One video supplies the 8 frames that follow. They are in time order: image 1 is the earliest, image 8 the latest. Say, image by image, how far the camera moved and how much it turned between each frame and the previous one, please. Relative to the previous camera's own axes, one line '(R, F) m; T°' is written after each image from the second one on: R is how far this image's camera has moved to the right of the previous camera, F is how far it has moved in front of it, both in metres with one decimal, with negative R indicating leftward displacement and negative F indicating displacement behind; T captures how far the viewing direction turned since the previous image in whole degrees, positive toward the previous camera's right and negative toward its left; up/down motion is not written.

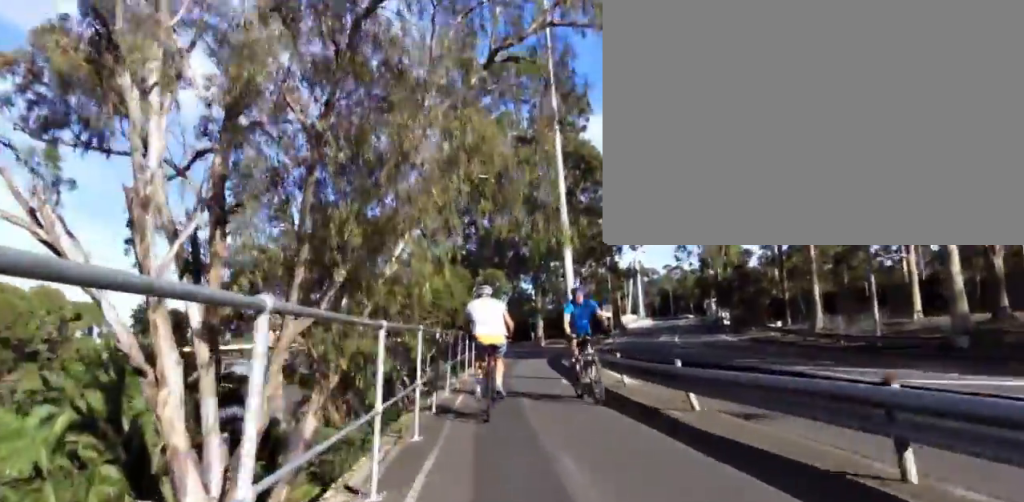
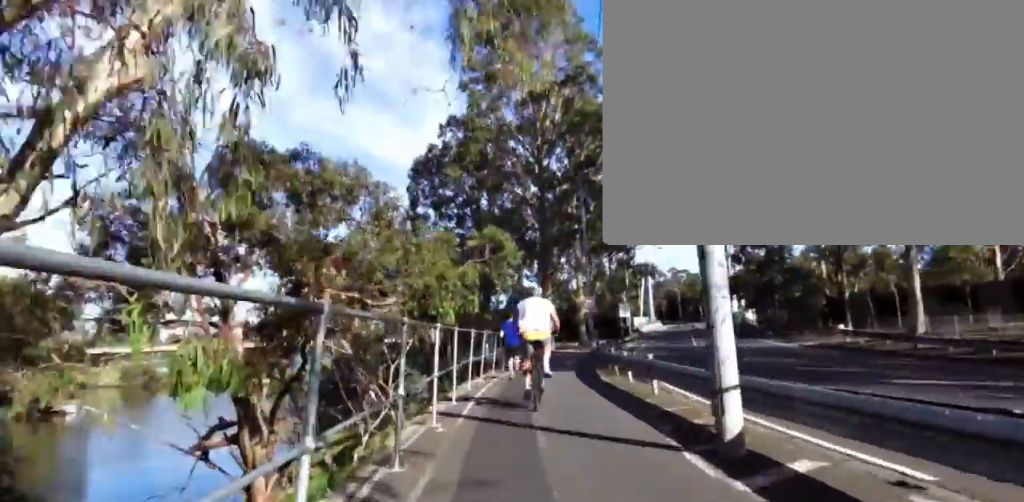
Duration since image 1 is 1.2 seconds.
(-1.3, +9.4) m; 0°
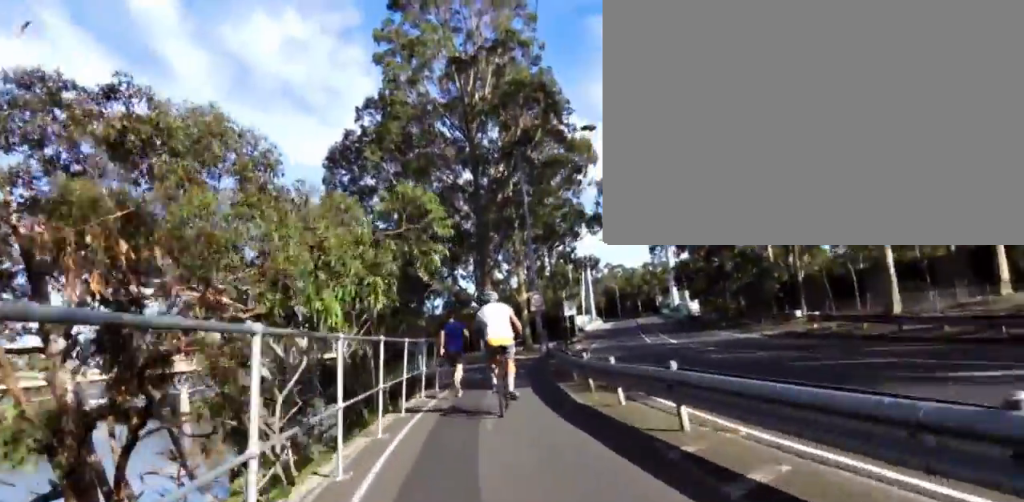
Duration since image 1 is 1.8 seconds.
(+0.3, +4.1) m; +7°
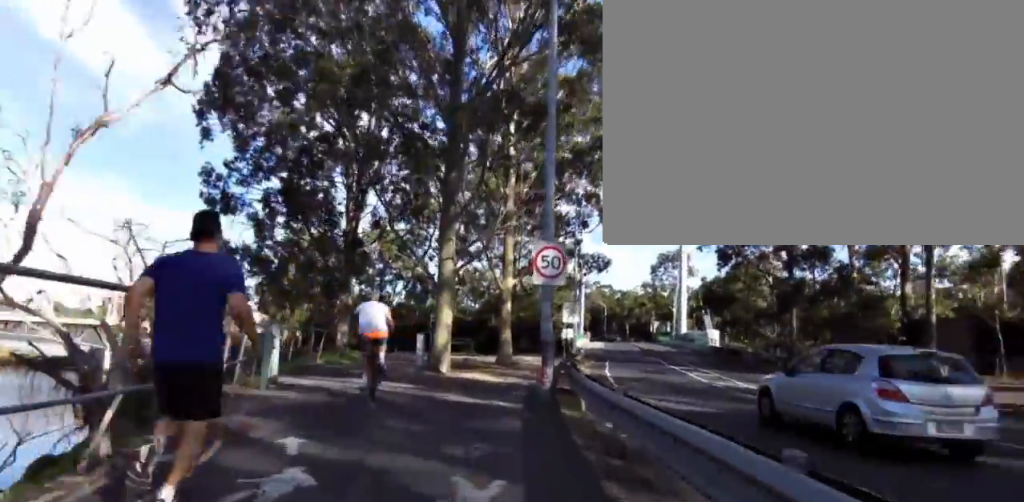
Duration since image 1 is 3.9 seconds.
(+1.5, +13.4) m; -1°
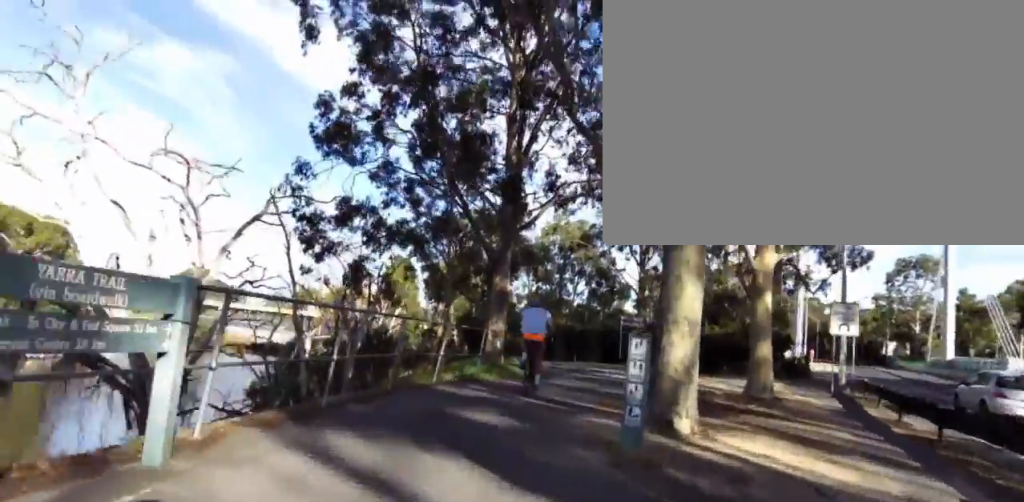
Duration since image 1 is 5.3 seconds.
(-2.0, +9.1) m; -15°
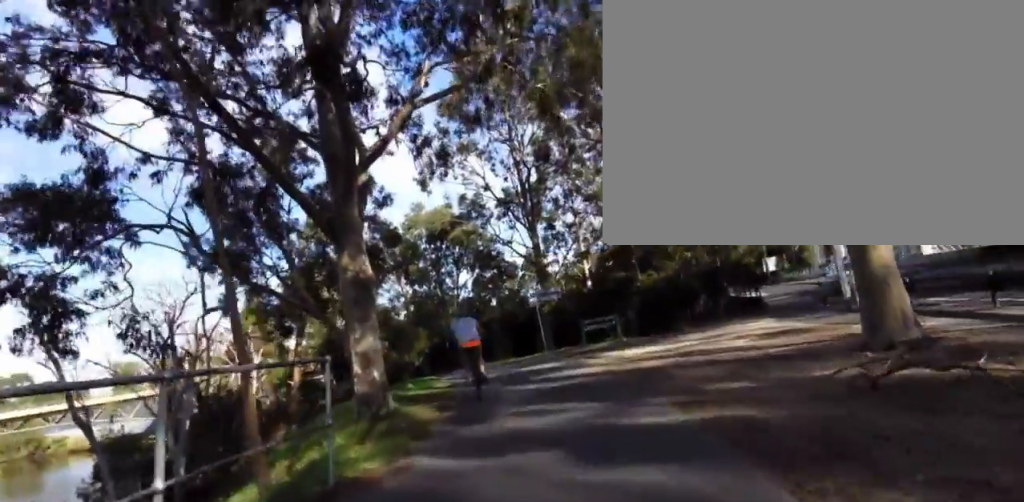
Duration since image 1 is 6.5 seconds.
(-0.1, +8.0) m; +2°
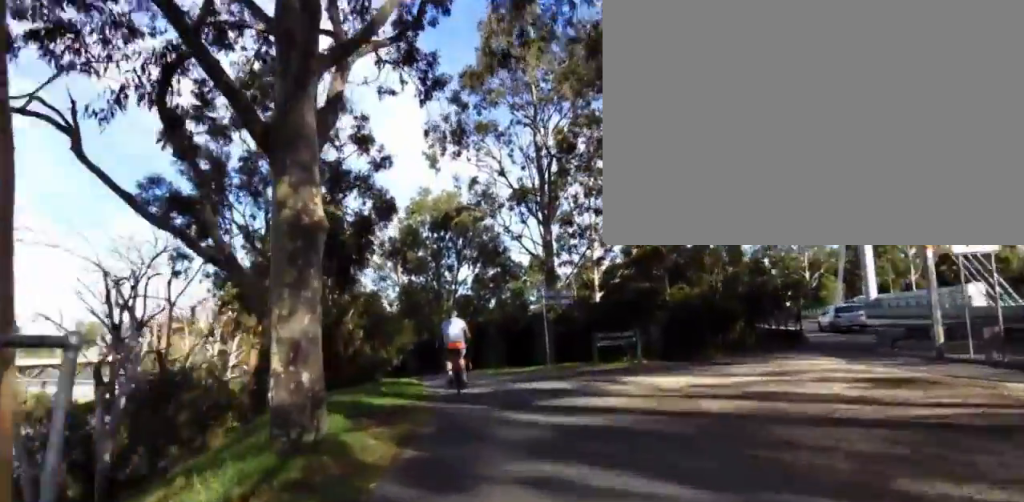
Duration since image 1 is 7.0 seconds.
(+0.1, +3.5) m; +2°
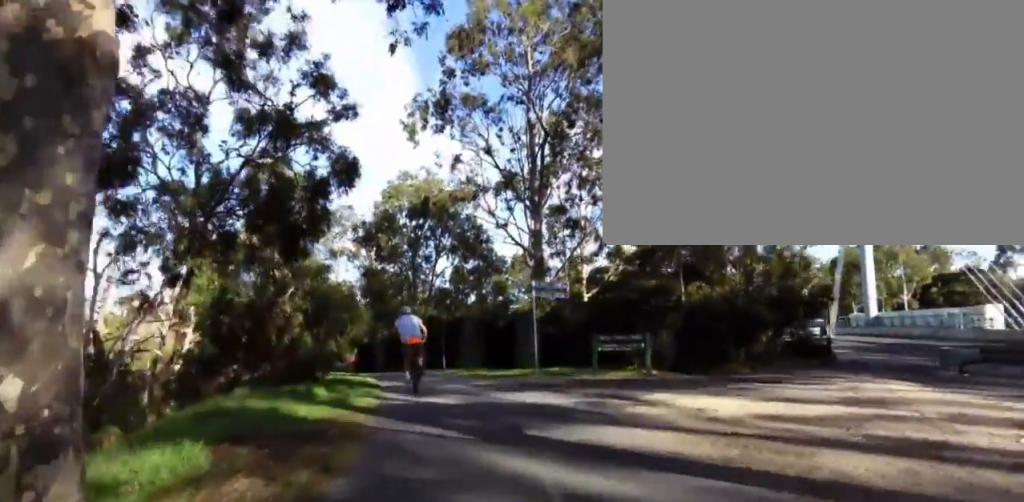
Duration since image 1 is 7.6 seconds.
(0.0, +3.4) m; 0°
